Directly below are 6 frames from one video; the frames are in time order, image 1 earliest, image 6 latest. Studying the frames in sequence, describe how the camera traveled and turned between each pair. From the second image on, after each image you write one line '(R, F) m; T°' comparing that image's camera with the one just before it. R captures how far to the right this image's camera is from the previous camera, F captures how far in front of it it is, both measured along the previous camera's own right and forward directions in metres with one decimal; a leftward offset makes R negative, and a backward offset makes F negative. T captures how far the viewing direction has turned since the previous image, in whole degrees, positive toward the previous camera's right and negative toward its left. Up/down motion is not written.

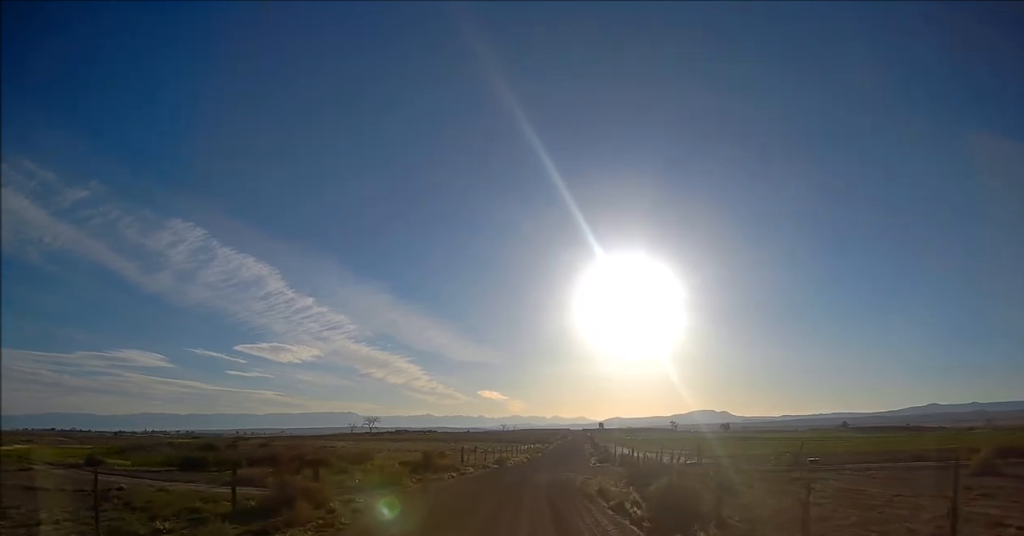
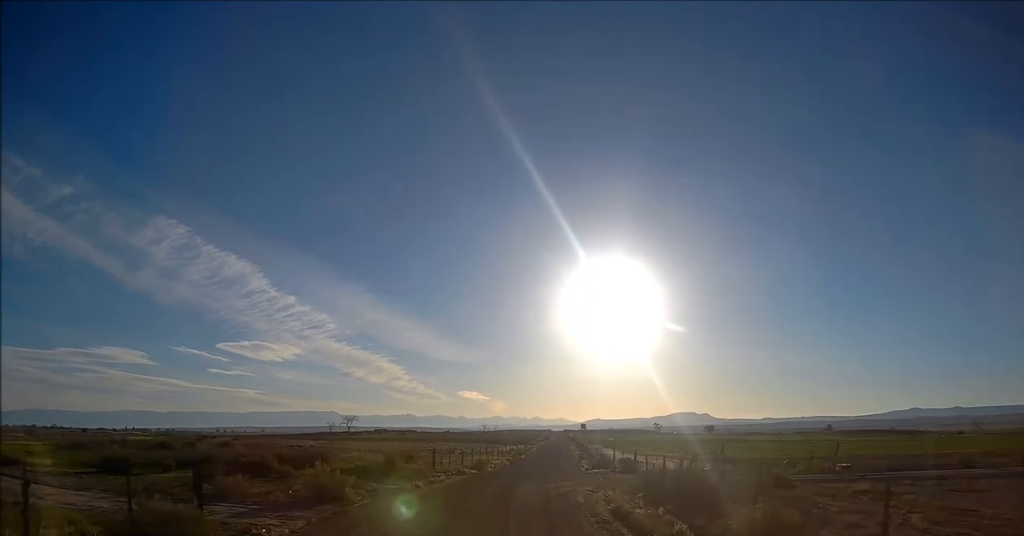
(+0.2, +8.8) m; +1°
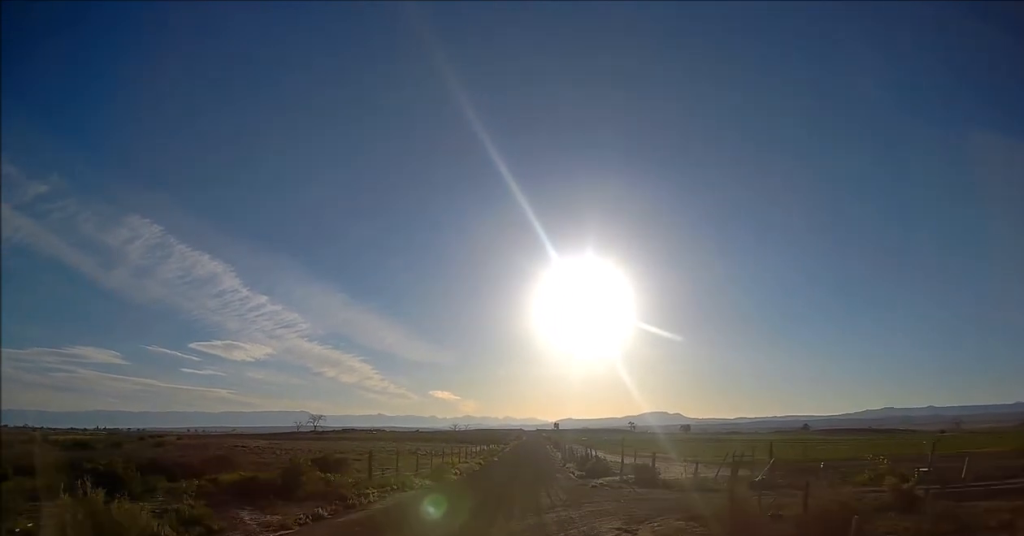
(+0.3, +13.6) m; +2°
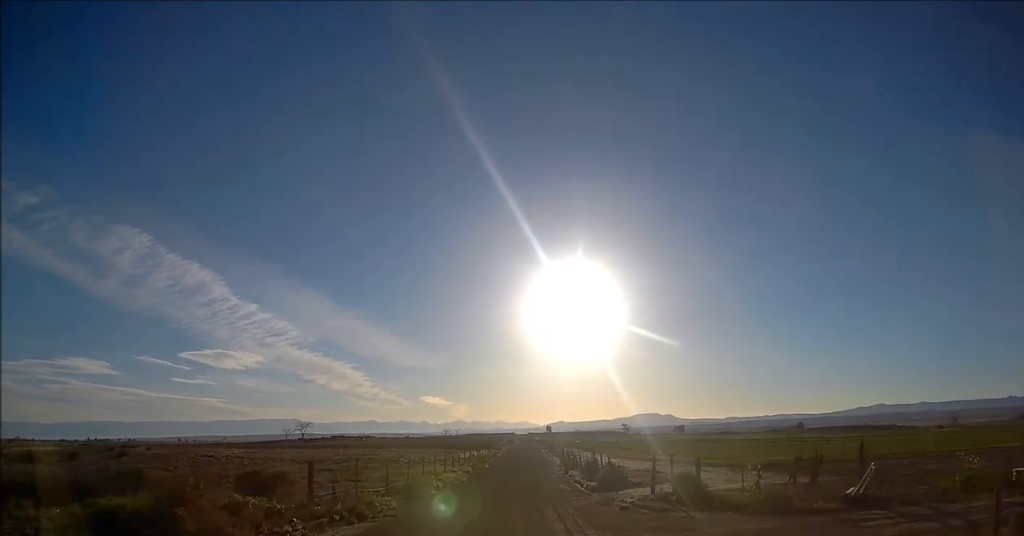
(+0.1, +9.0) m; +1°
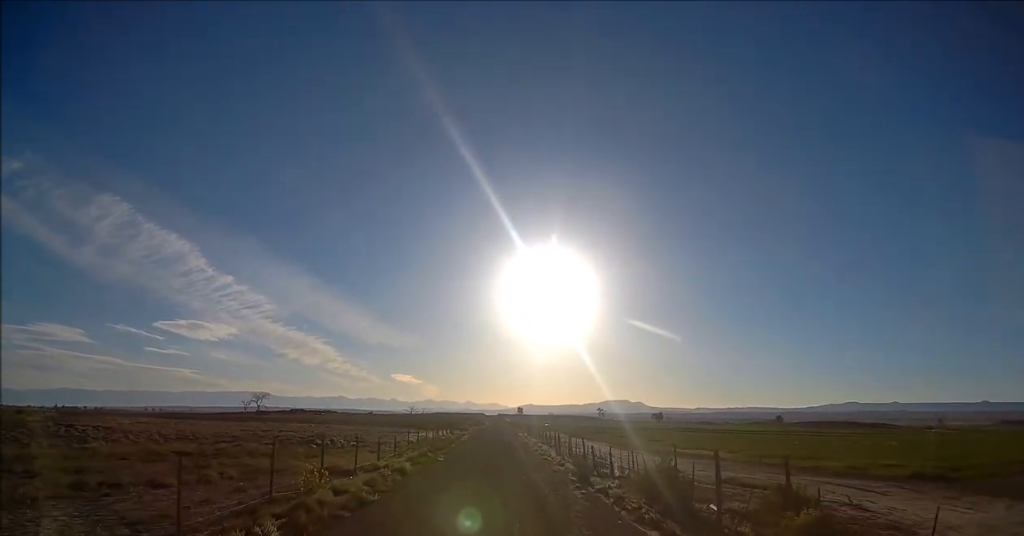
(+0.6, +28.1) m; +3°
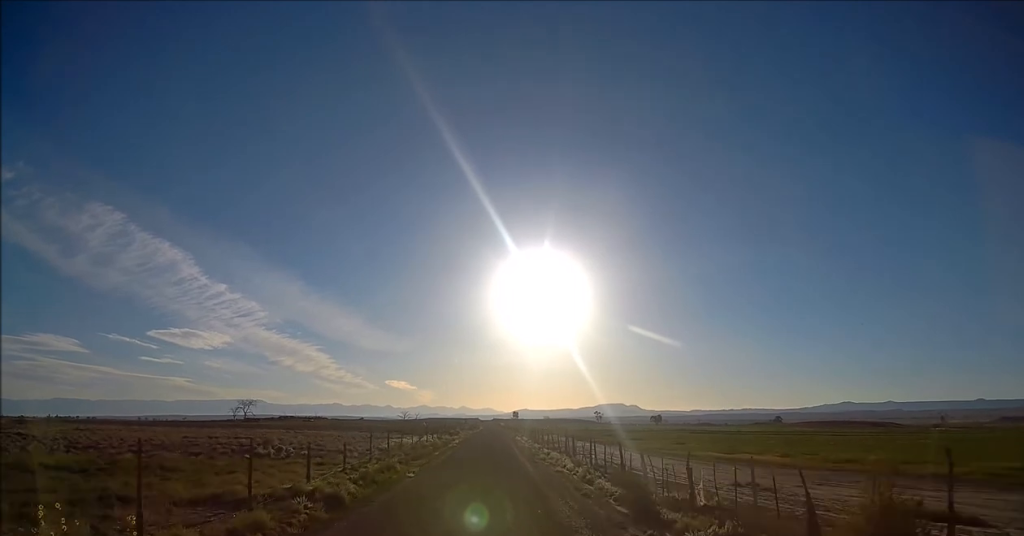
(+0.1, +13.5) m; 0°
